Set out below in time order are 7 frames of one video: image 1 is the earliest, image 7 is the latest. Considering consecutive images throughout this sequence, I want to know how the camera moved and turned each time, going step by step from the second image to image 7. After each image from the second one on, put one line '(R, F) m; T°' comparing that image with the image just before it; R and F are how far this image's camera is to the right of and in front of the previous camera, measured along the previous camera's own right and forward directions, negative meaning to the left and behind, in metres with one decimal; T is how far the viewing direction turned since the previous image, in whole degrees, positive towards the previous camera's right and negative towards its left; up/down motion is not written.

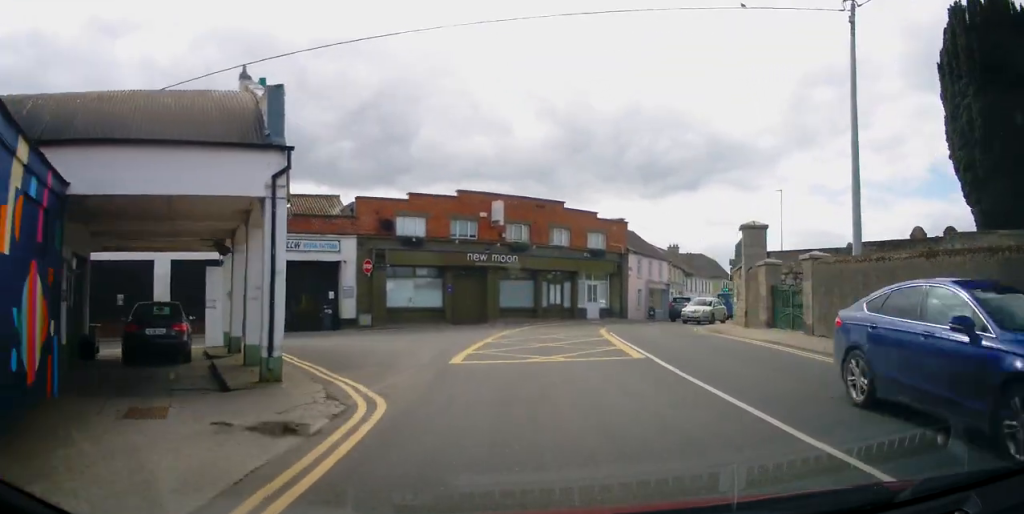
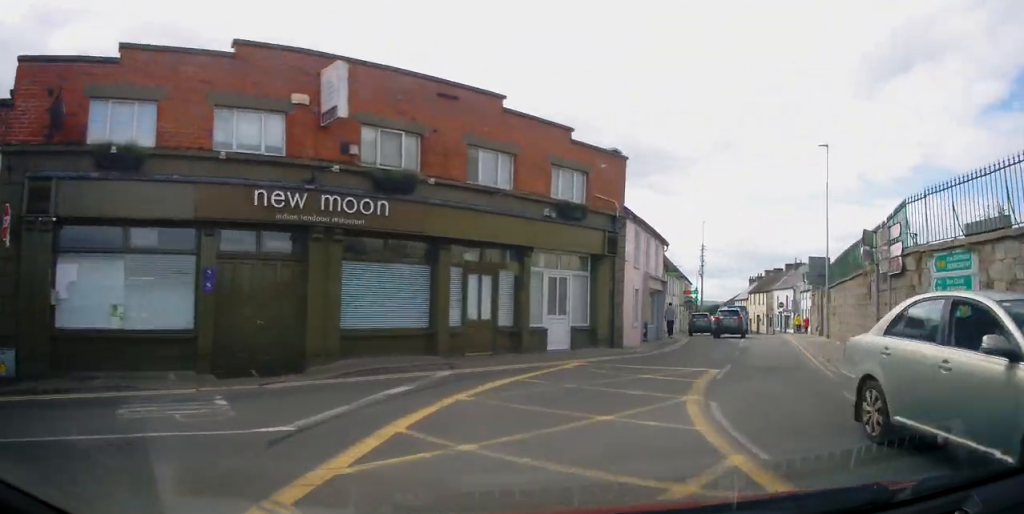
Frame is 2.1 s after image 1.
(+0.2, +18.5) m; +5°
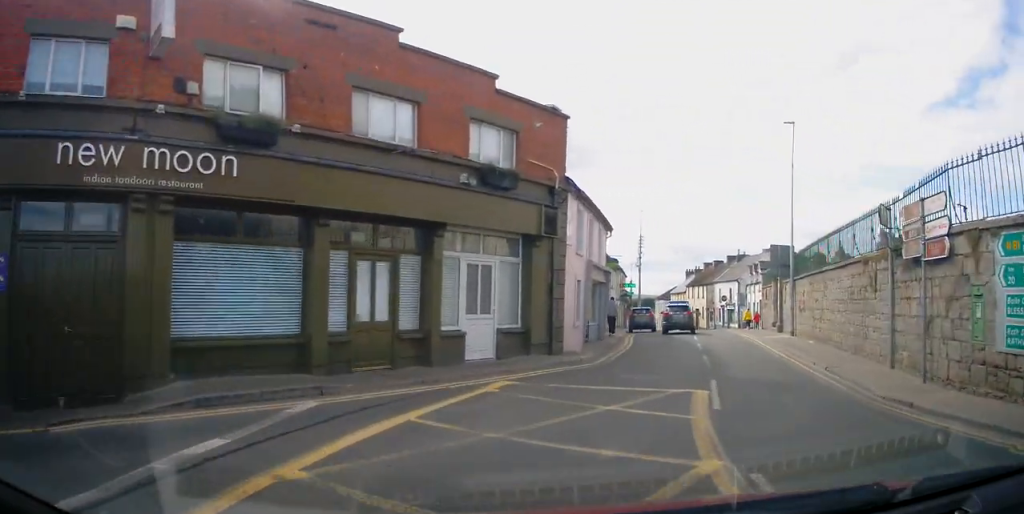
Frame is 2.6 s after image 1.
(-0.3, +3.8) m; +4°
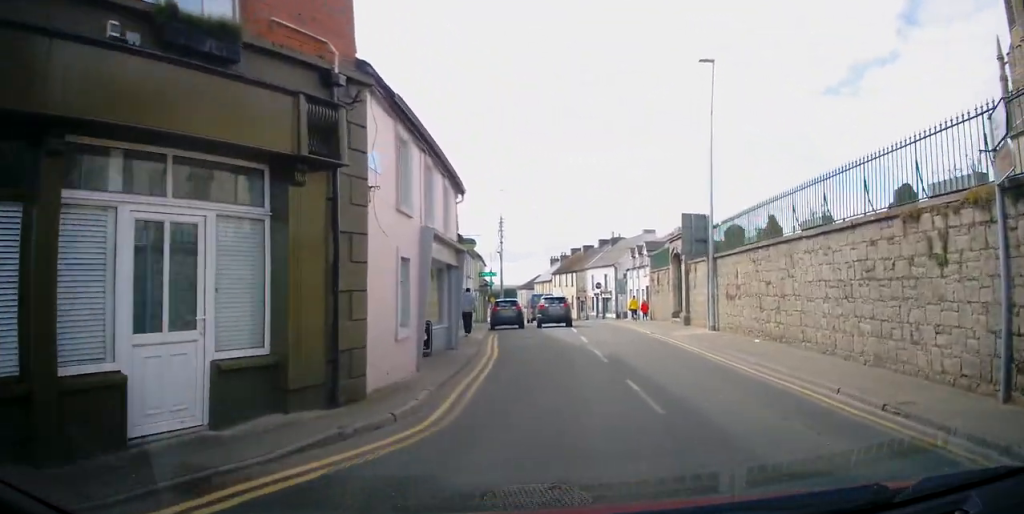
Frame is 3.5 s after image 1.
(+1.1, +6.9) m; +14°
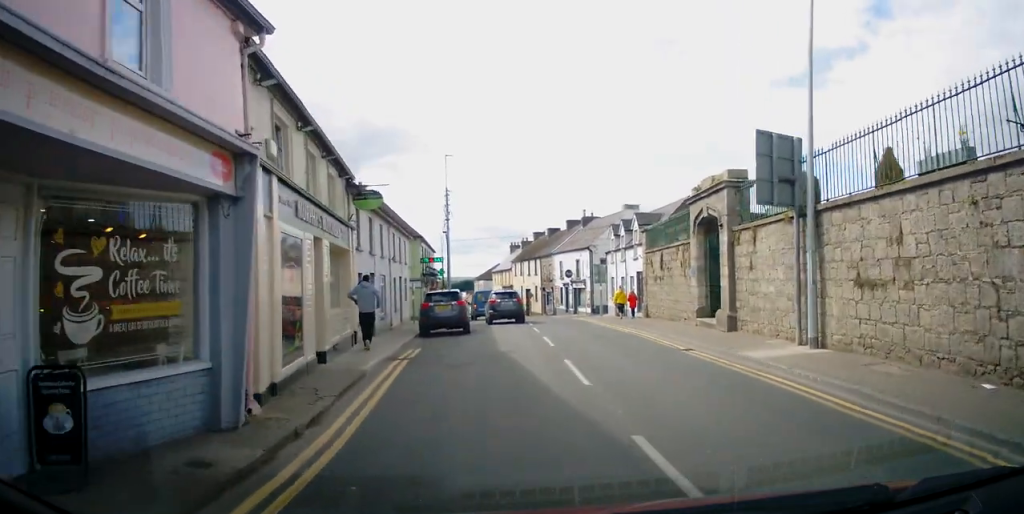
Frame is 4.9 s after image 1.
(+1.5, +10.3) m; +10°
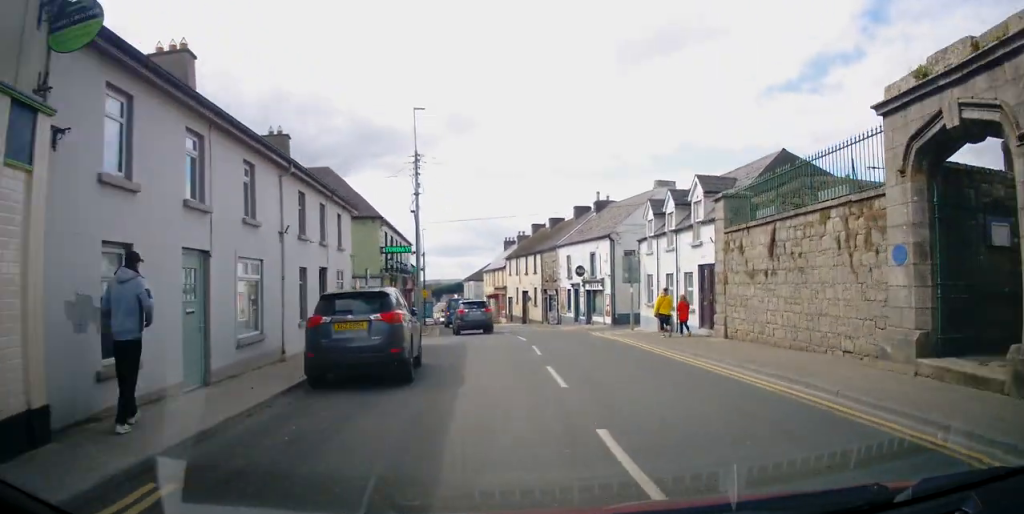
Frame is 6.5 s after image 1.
(0.0, +11.4) m; -1°
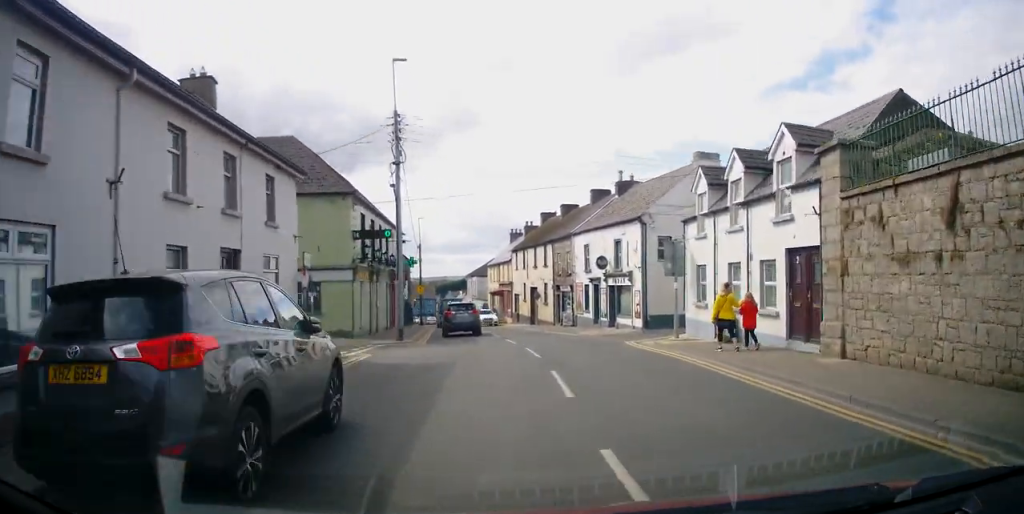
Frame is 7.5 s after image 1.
(-0.1, +6.5) m; -4°
